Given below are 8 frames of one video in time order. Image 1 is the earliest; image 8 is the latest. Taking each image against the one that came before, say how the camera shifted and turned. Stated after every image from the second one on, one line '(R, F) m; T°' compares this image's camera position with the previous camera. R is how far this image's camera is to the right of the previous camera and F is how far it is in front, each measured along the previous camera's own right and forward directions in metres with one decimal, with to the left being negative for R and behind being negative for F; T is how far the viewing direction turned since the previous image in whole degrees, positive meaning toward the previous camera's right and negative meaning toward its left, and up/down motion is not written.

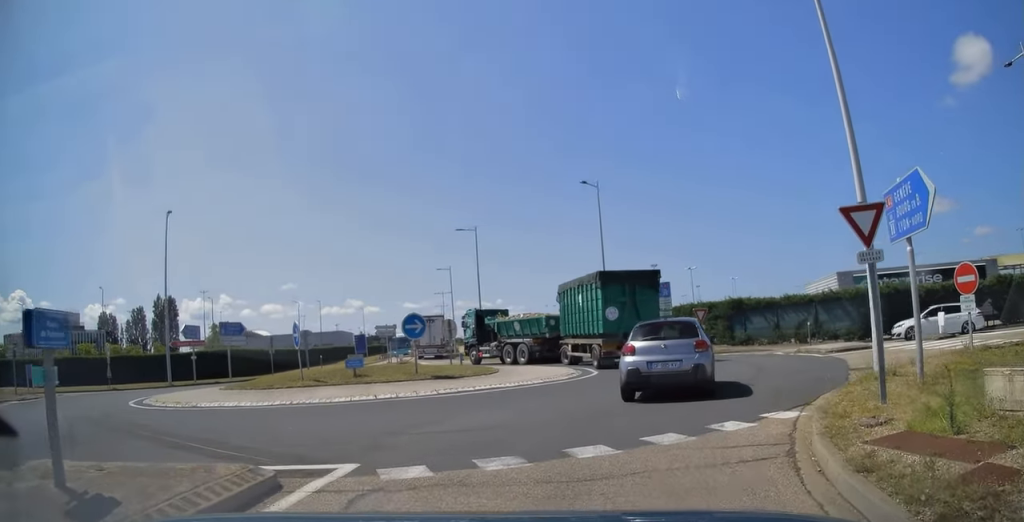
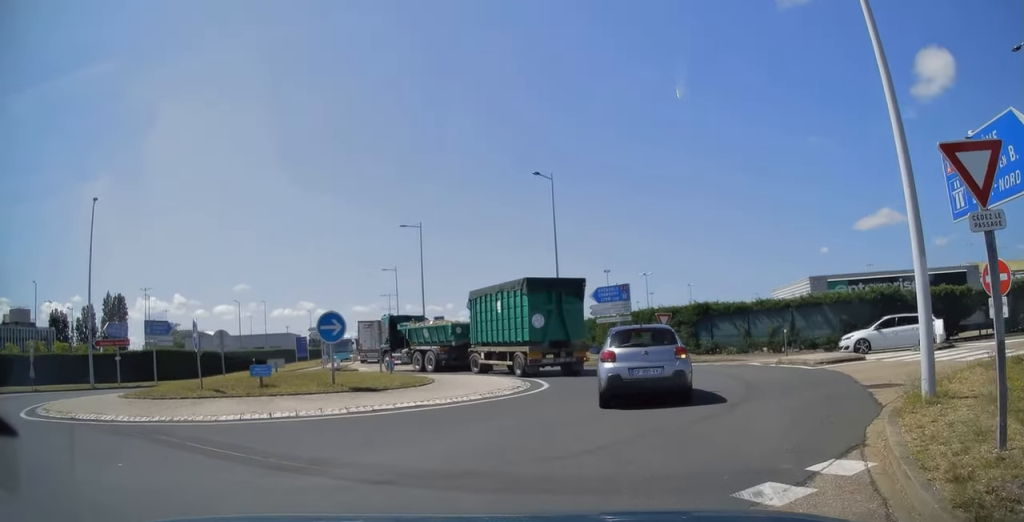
(+0.2, +3.3) m; +5°
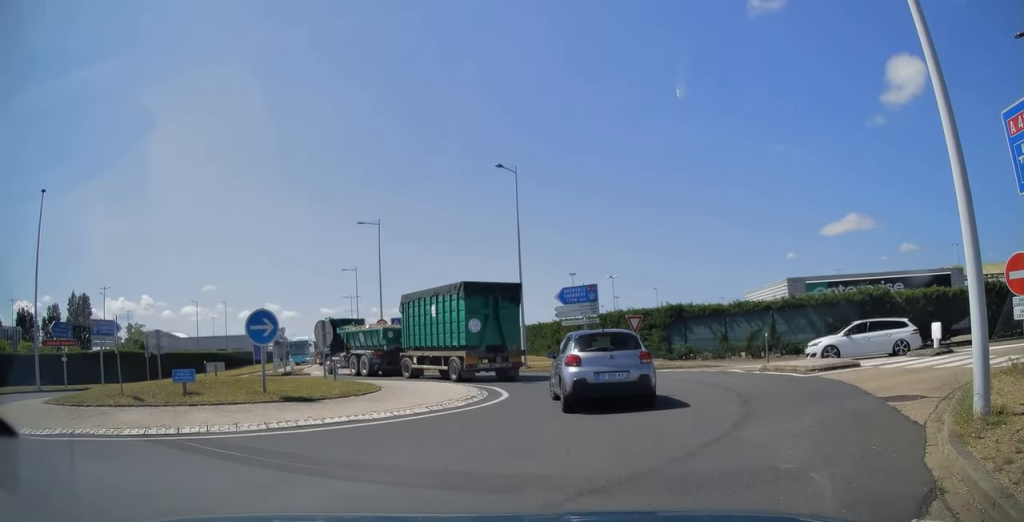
(+0.1, +2.0) m; +2°
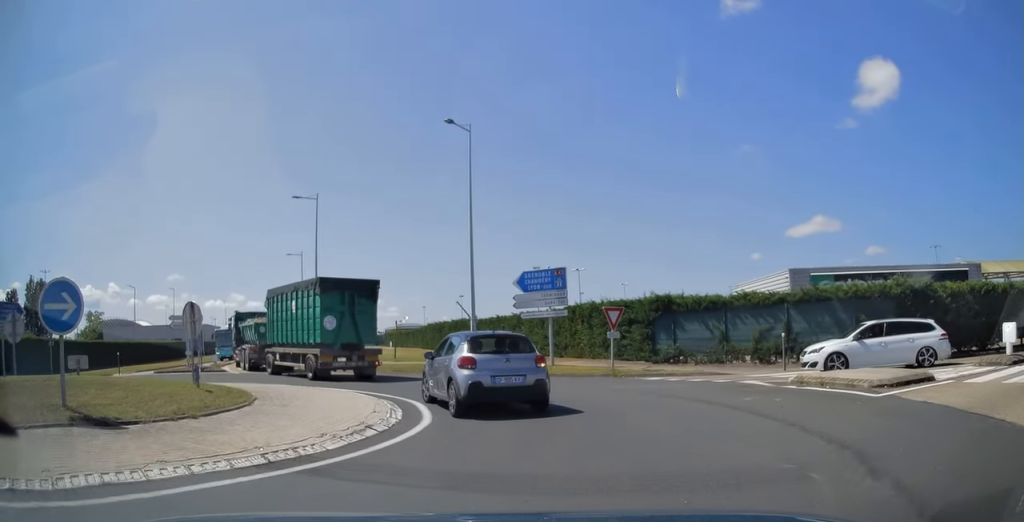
(+0.2, +5.5) m; +3°
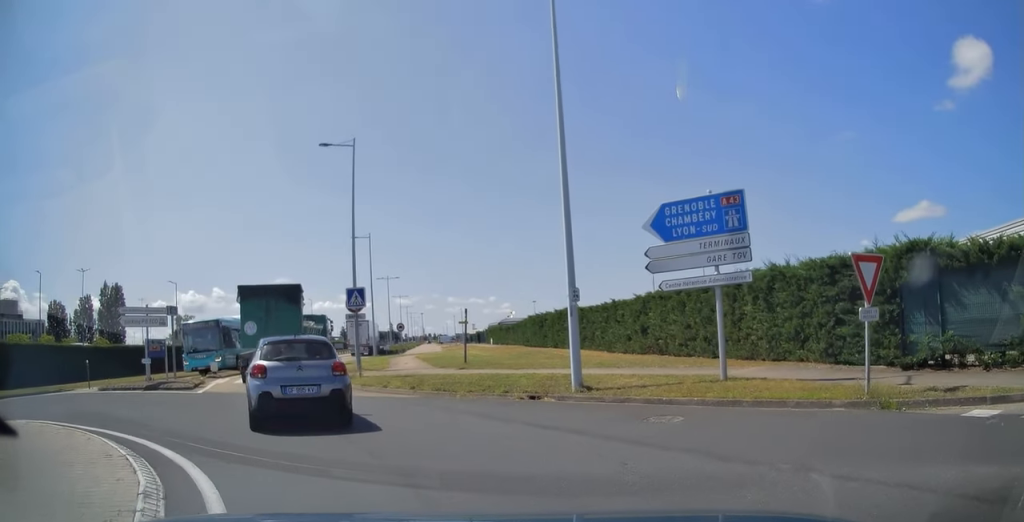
(-0.6, +11.1) m; -10°
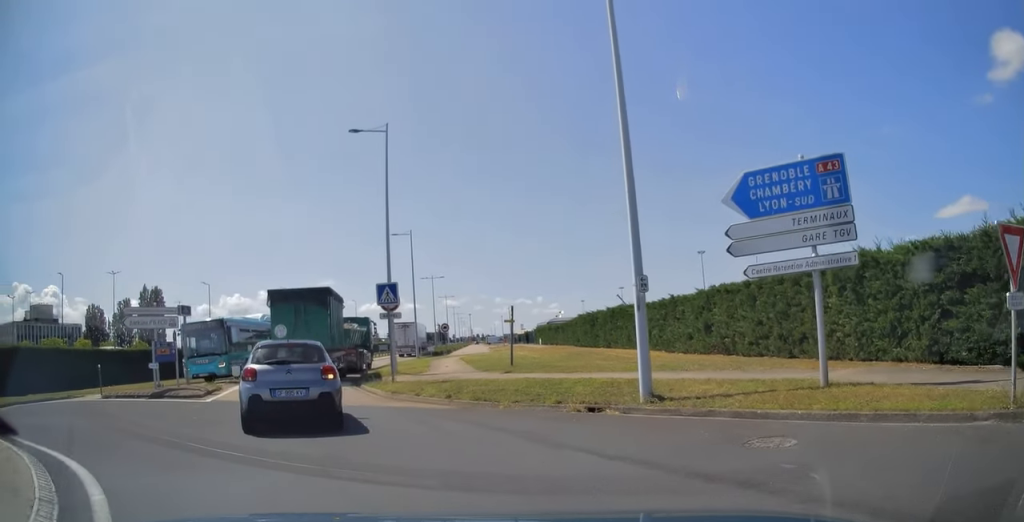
(0.0, +2.3) m; -4°
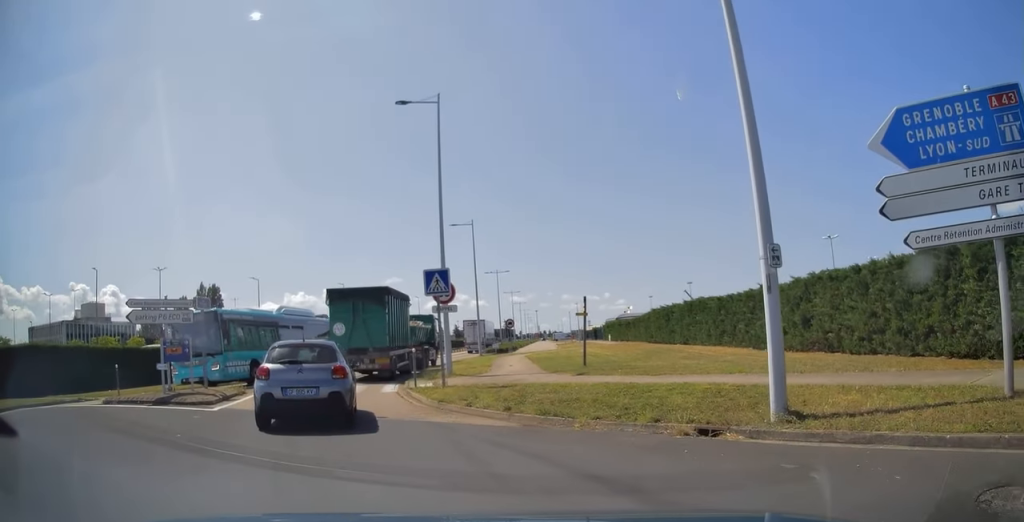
(-0.2, +3.0) m; -6°
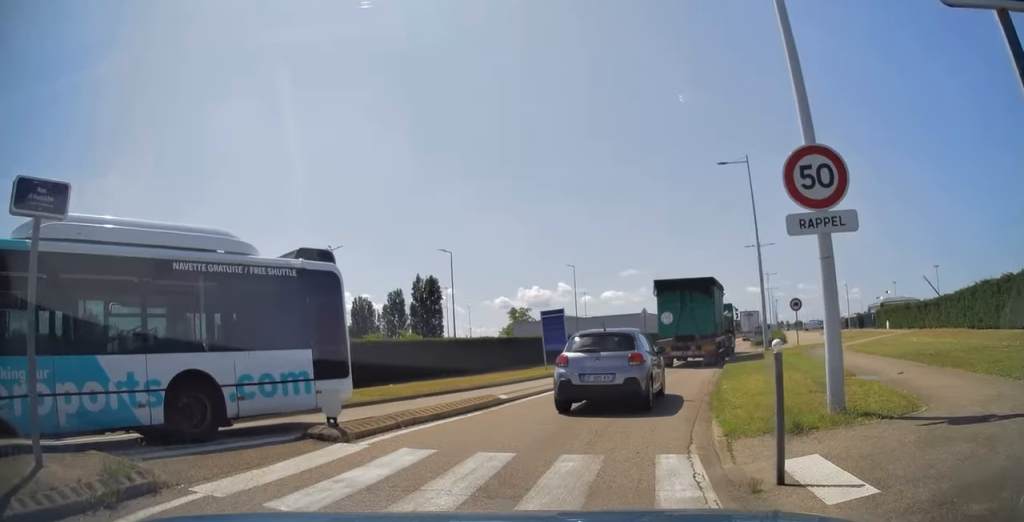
(-3.1, +13.5) m; -19°
